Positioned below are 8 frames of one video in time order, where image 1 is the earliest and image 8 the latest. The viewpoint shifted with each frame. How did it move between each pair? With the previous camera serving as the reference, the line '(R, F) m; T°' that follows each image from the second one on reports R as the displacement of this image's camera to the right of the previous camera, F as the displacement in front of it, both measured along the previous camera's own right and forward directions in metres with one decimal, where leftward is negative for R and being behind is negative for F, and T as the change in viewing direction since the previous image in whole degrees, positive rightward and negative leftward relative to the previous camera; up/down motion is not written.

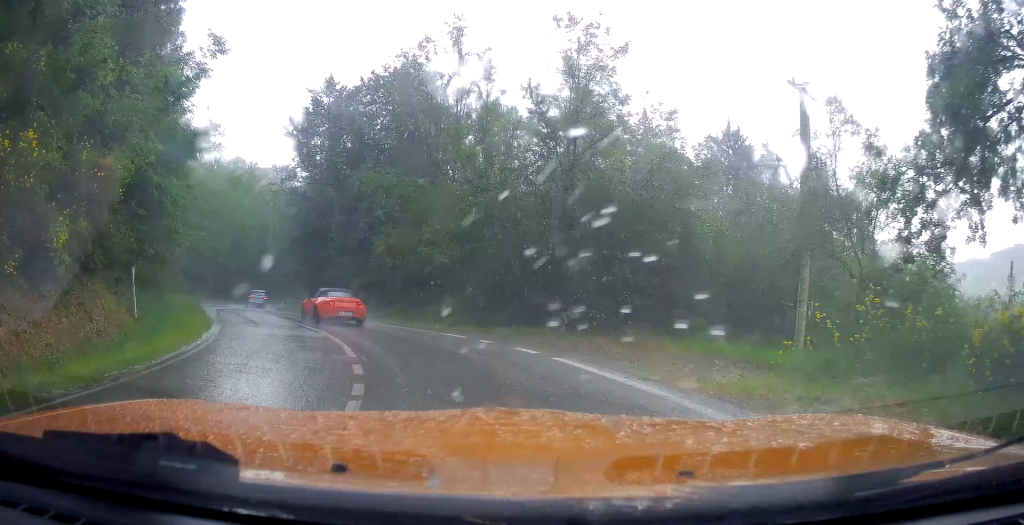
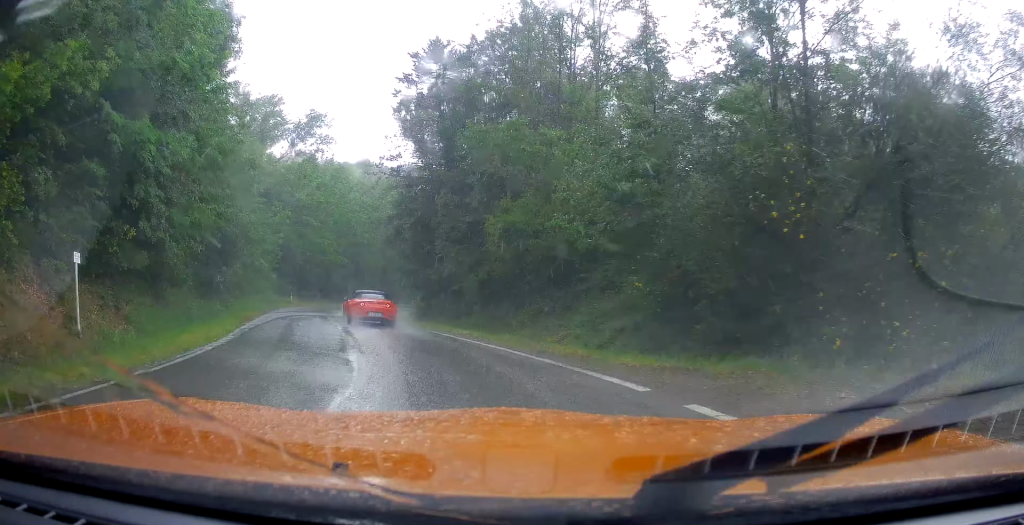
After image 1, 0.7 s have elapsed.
(-0.7, +7.9) m; -10°
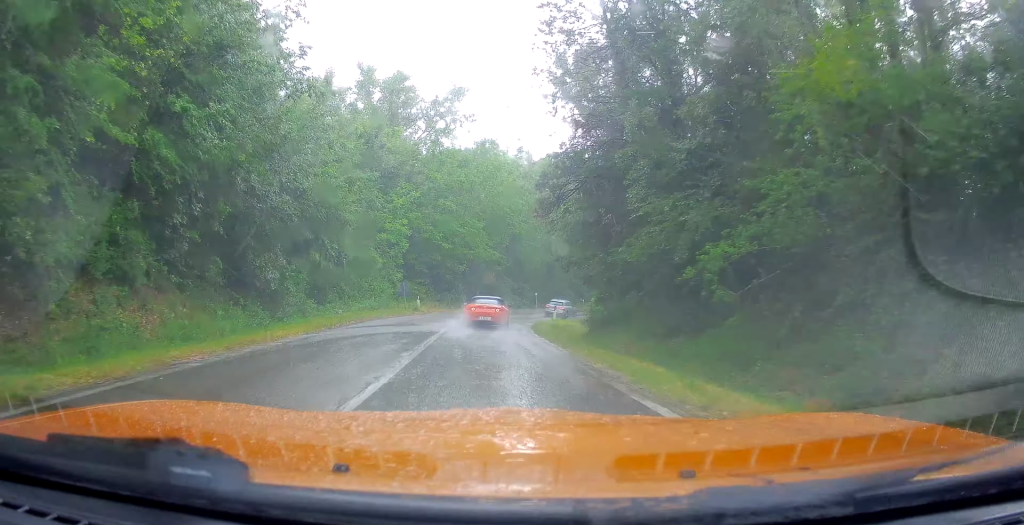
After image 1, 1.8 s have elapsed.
(-1.8, +12.0) m; -15°
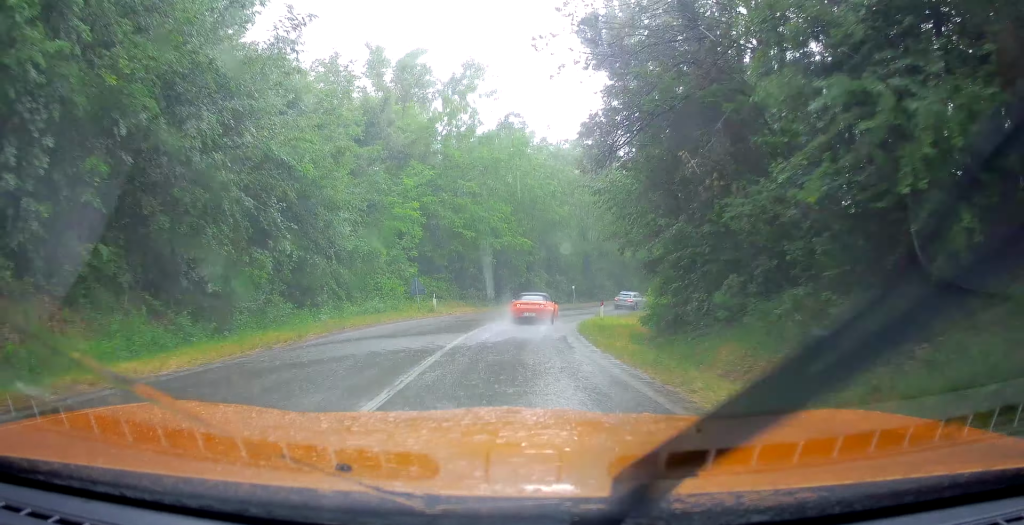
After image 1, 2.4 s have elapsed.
(-0.3, +6.0) m; -3°
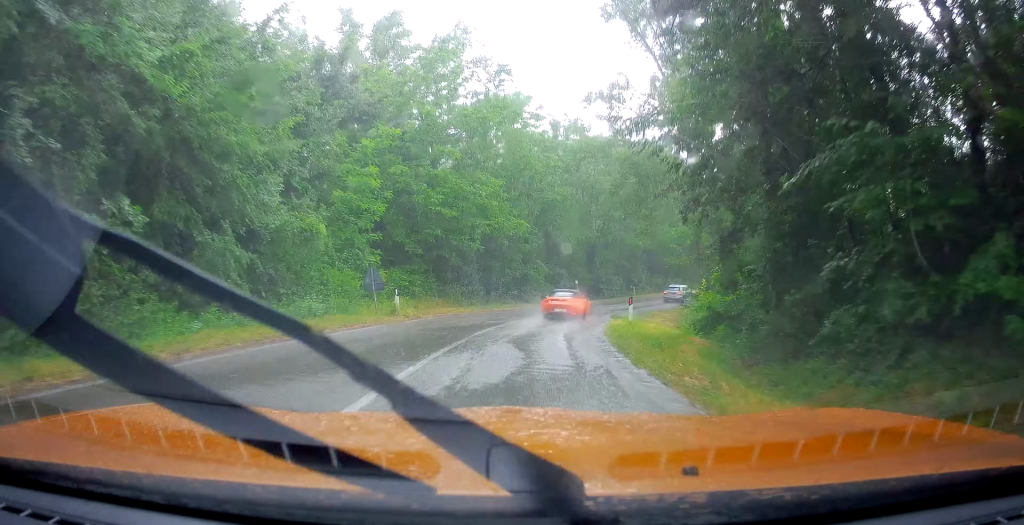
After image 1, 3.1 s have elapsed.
(-0.4, +8.0) m; +1°
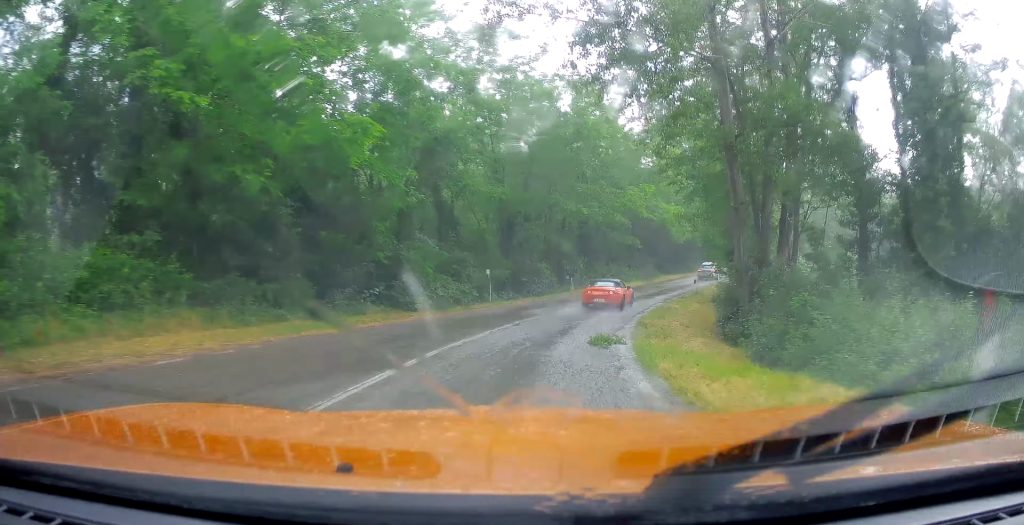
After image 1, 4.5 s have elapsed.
(+1.9, +17.6) m; +14°
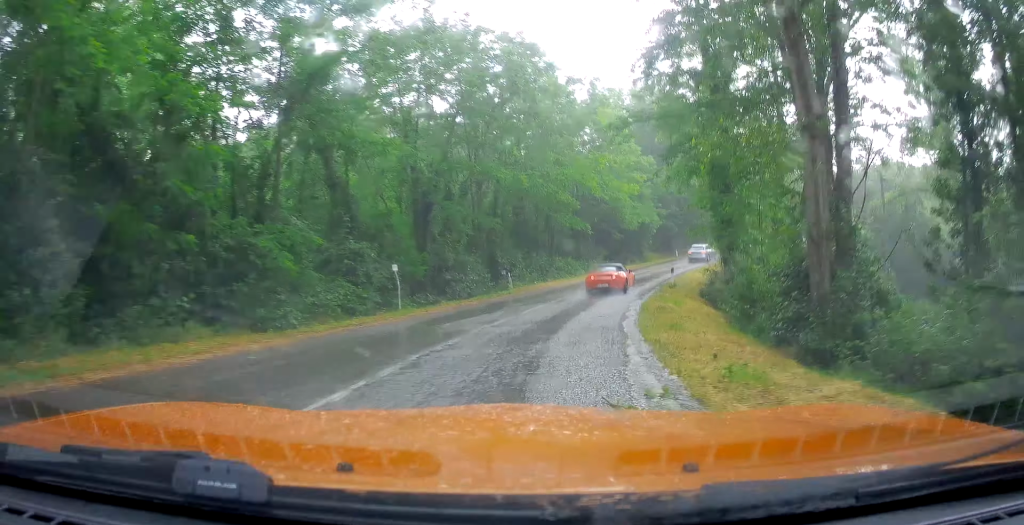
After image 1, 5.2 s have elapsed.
(+0.3, +8.4) m; +8°
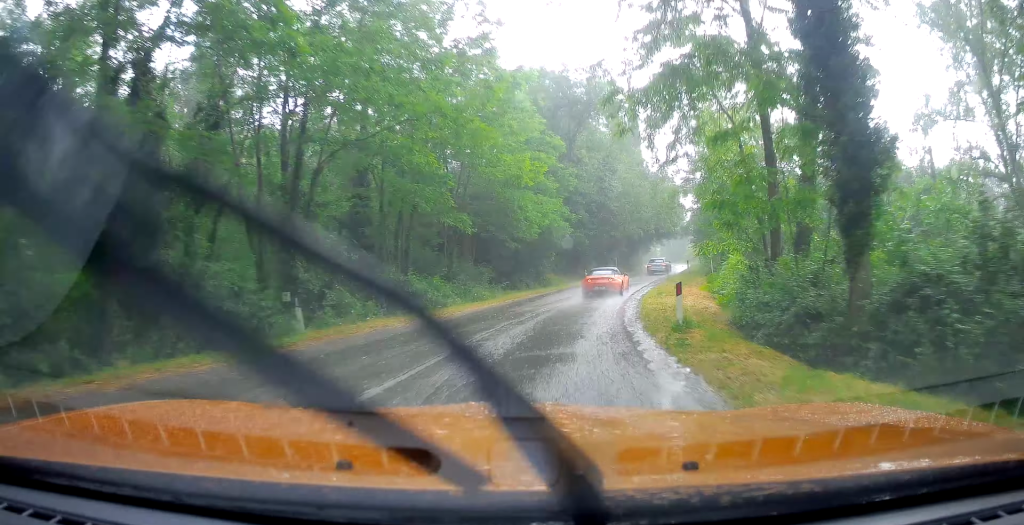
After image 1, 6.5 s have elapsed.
(+2.2, +16.5) m; +12°
